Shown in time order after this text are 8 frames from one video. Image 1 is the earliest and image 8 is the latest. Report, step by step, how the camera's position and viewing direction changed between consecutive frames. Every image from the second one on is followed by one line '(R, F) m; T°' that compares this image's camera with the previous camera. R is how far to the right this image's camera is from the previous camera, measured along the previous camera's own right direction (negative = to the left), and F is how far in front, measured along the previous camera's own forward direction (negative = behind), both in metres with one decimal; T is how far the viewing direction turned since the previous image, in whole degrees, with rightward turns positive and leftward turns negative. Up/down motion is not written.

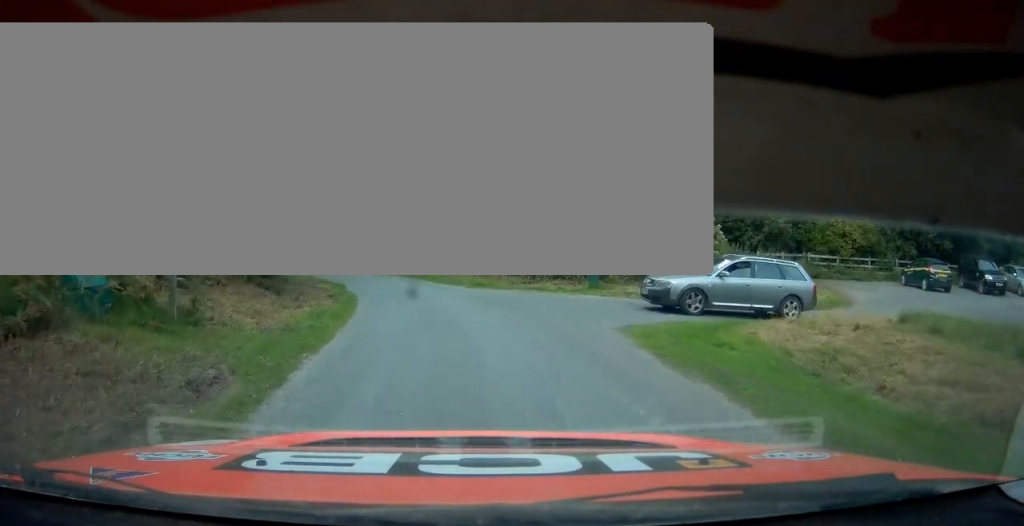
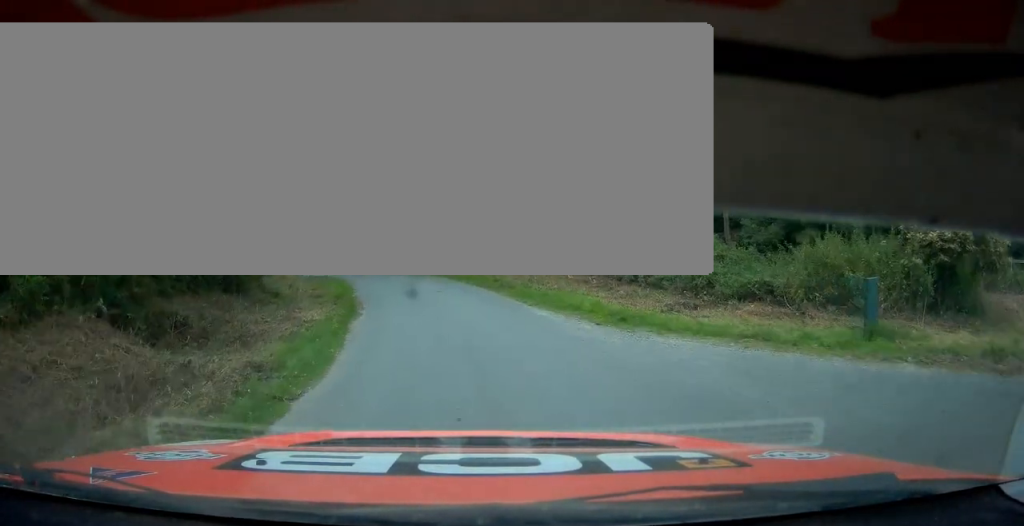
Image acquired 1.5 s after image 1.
(-1.0, +15.2) m; -7°
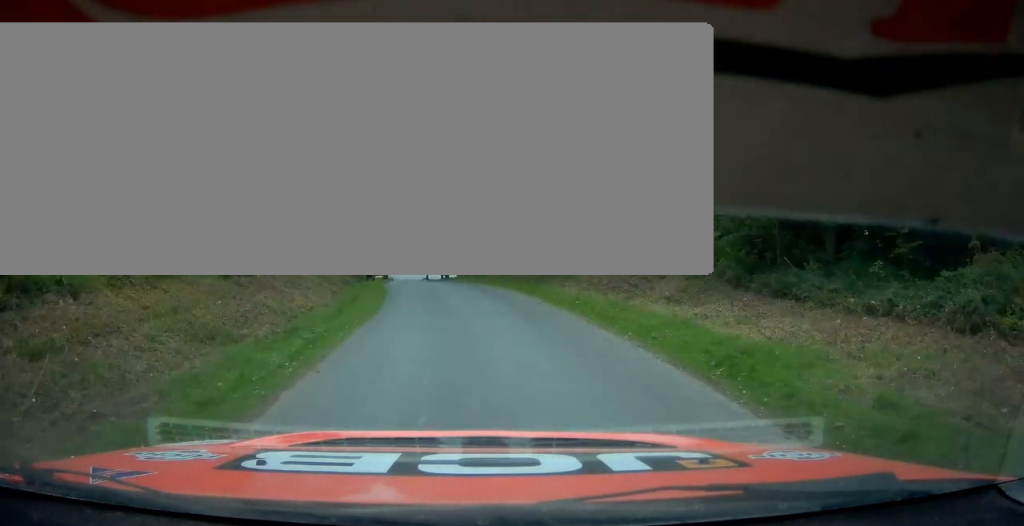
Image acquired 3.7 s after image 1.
(-1.4, +22.3) m; -5°
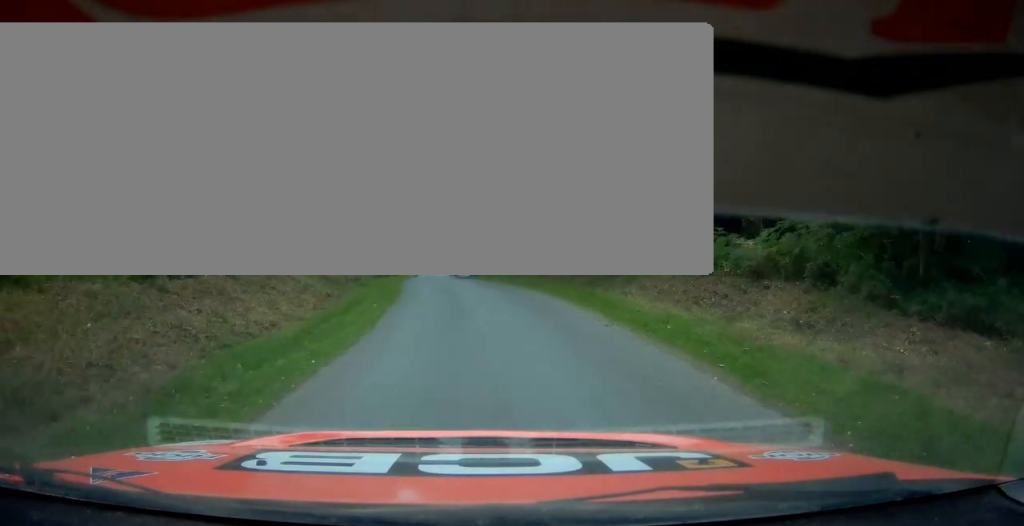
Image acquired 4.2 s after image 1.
(-0.1, +5.8) m; -2°
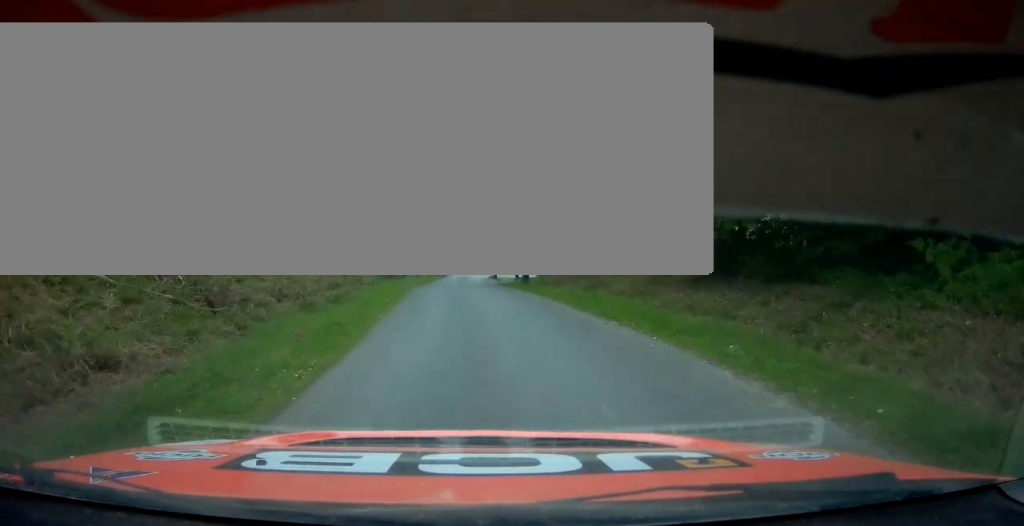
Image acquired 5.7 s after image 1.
(-0.6, +14.2) m; -7°
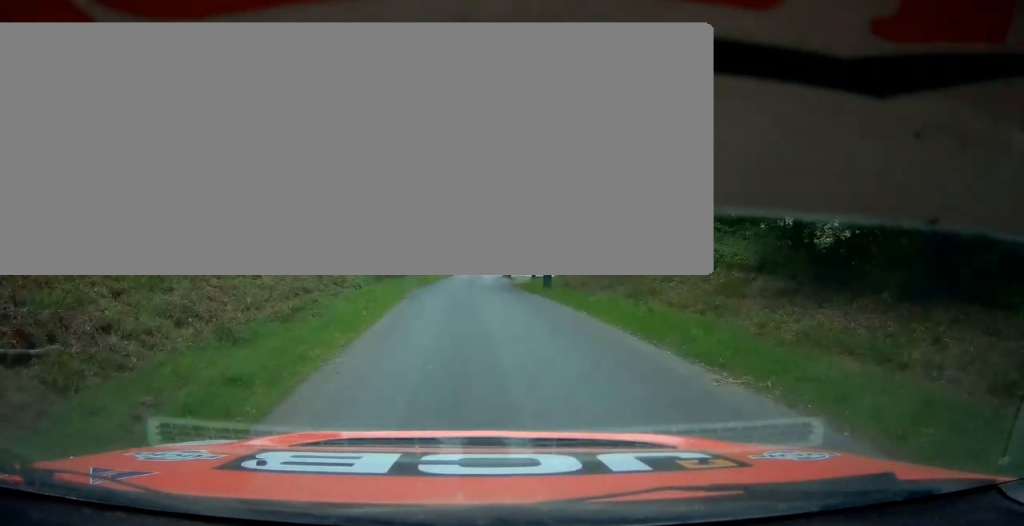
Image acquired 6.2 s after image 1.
(-0.3, +5.4) m; -2°
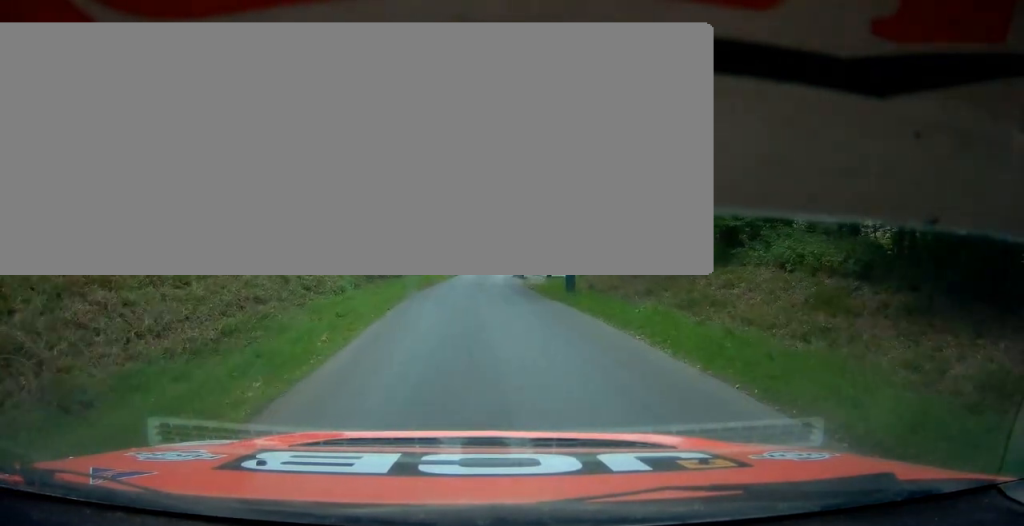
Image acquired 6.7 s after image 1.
(-0.2, +4.4) m; -2°
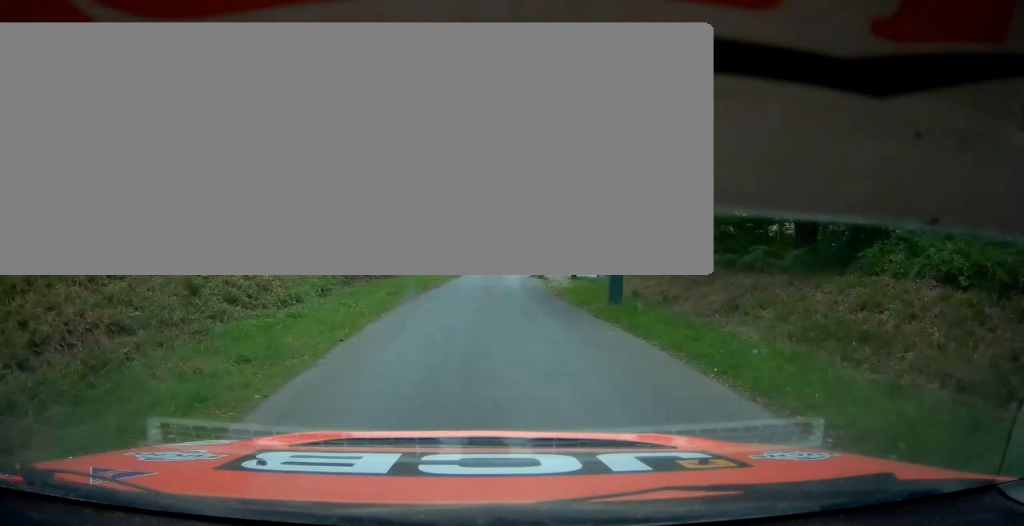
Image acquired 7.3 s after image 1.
(0.0, +5.6) m; +1°
